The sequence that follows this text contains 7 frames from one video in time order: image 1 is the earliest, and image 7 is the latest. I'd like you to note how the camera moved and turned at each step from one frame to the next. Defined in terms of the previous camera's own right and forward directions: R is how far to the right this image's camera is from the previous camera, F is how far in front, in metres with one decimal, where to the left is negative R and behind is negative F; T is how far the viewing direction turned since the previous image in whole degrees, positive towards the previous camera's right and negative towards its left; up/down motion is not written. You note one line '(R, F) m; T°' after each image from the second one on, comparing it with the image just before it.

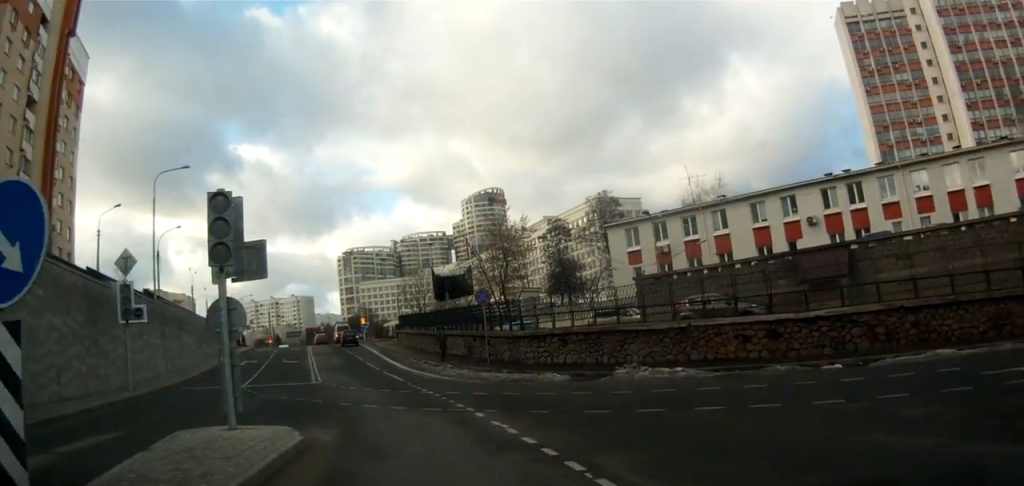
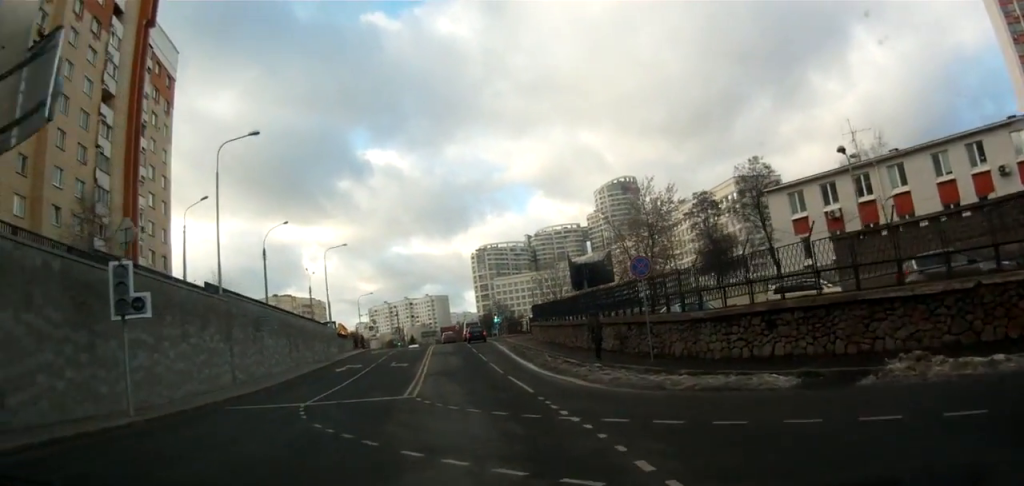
(-0.4, +8.6) m; -7°
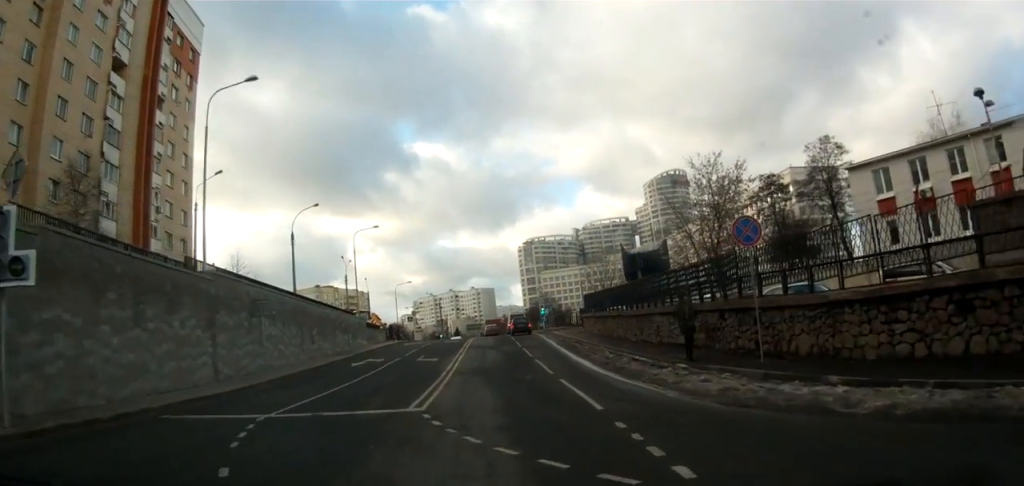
(-0.1, +5.7) m; -6°
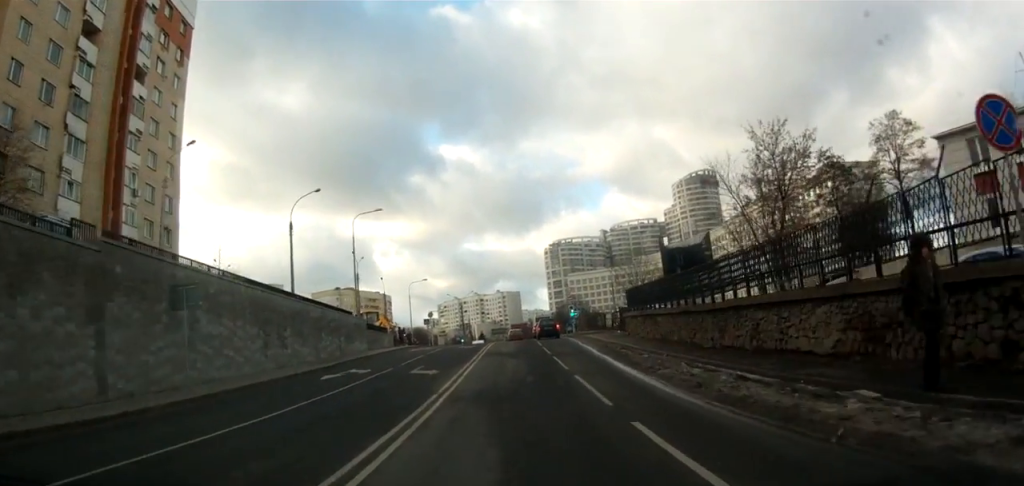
(-0.9, +7.7) m; -10°
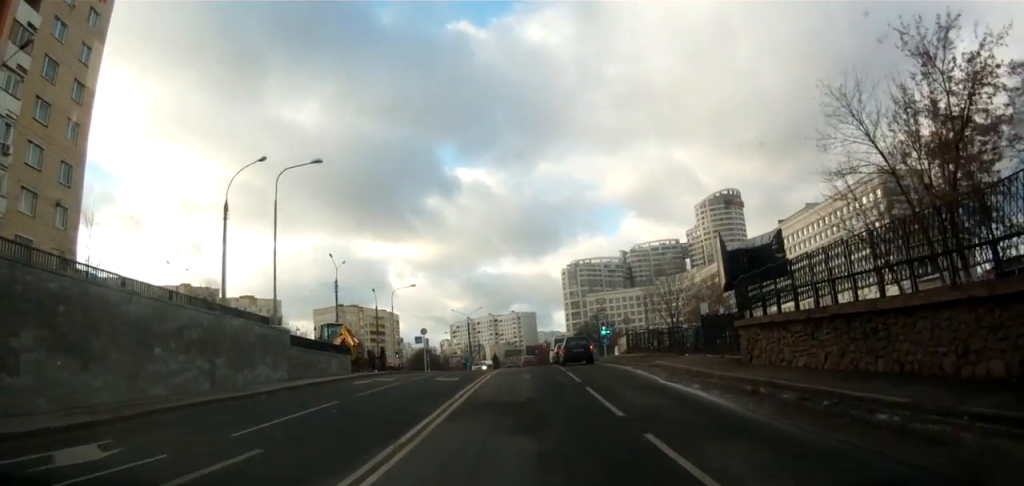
(-2.5, +15.1) m; -9°
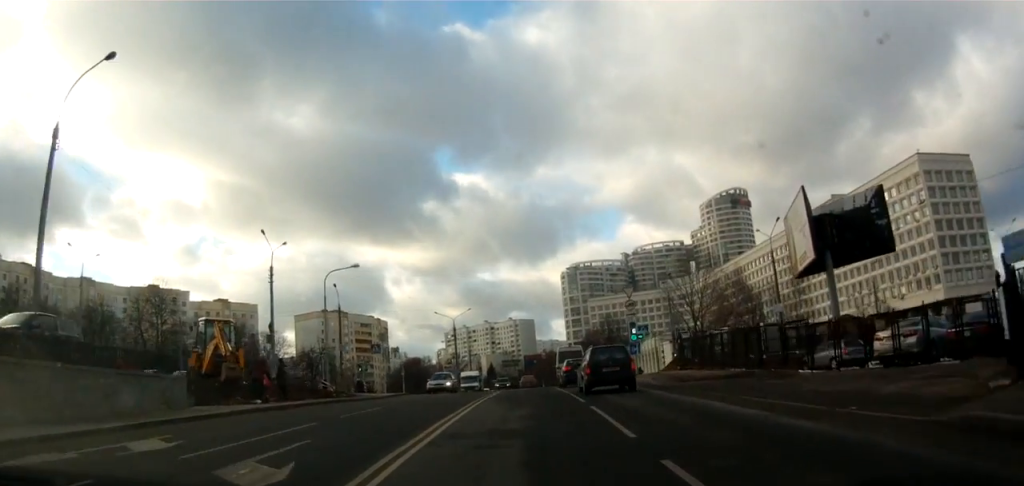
(+1.0, +16.2) m; 0°
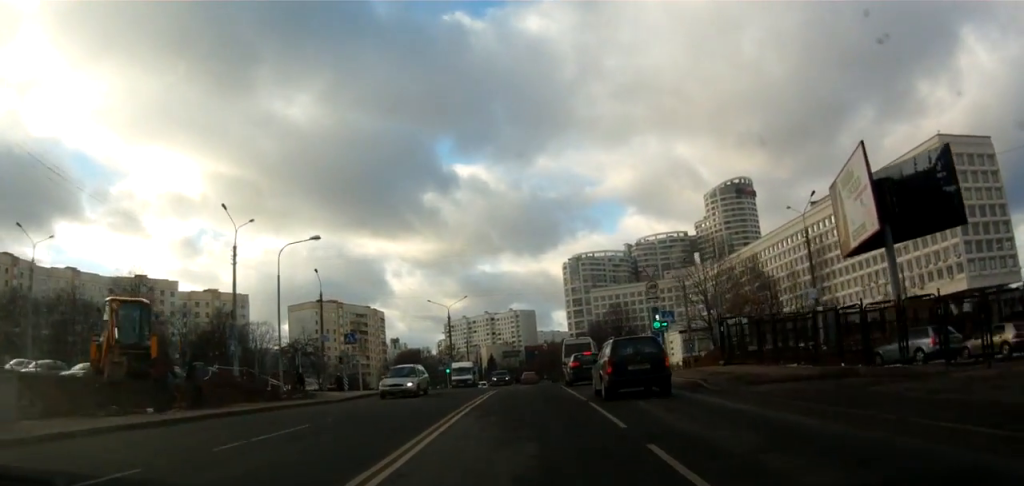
(-0.2, +6.9) m; -3°
